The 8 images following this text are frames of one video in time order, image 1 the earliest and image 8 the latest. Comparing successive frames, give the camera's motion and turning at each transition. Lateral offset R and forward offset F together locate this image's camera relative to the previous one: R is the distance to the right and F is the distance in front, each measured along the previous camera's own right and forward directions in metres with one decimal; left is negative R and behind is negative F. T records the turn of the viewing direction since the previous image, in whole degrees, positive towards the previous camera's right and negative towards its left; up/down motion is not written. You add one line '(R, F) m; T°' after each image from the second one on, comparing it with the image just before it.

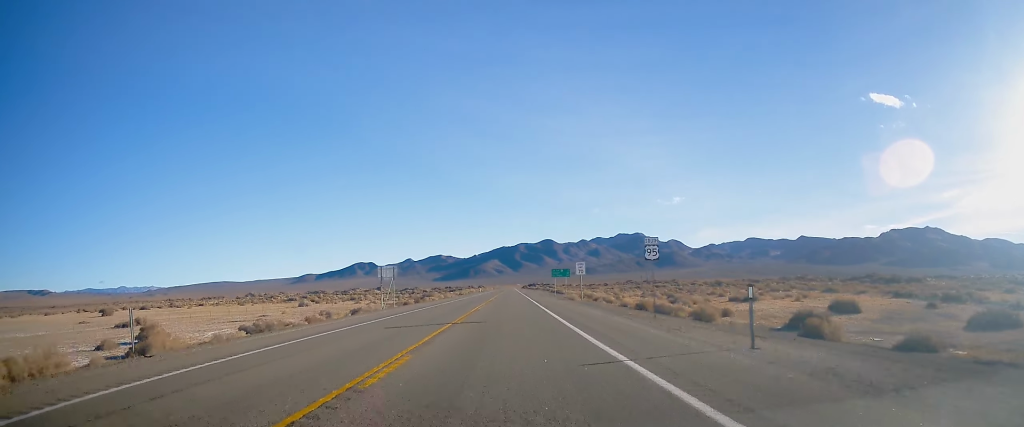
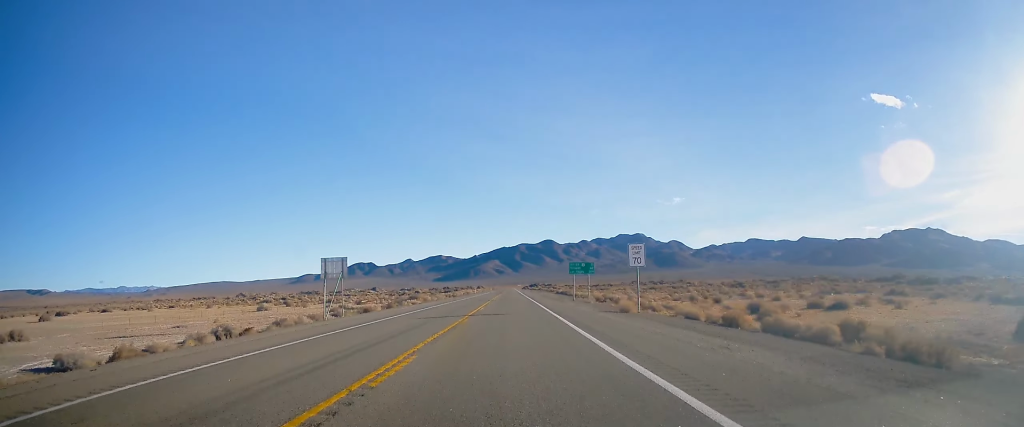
(+0.1, +24.5) m; 0°
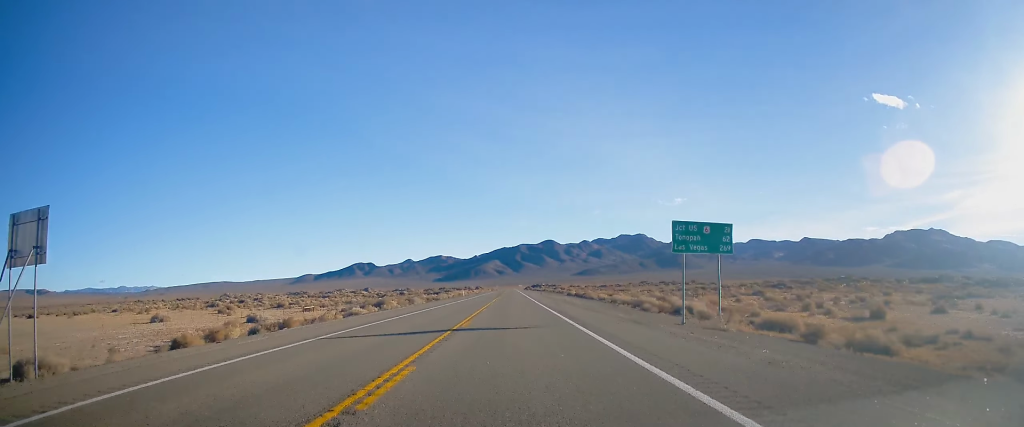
(0.0, +37.9) m; 0°
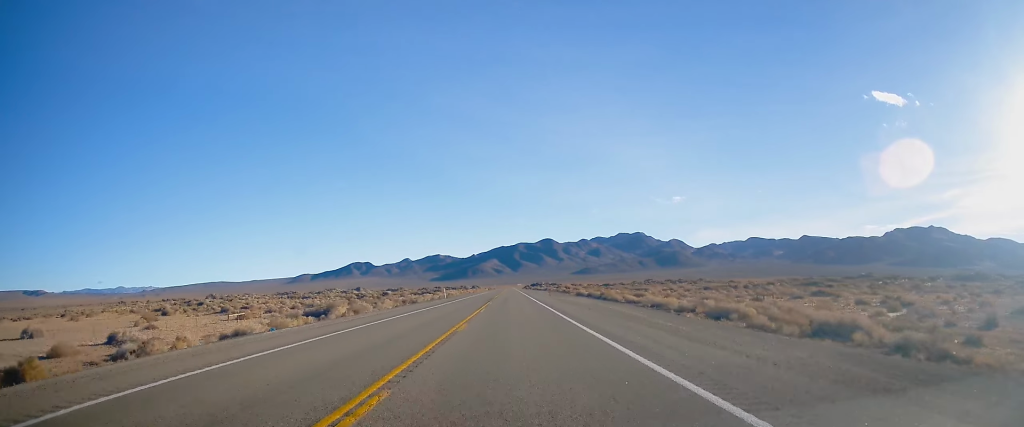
(-0.1, +26.6) m; 0°
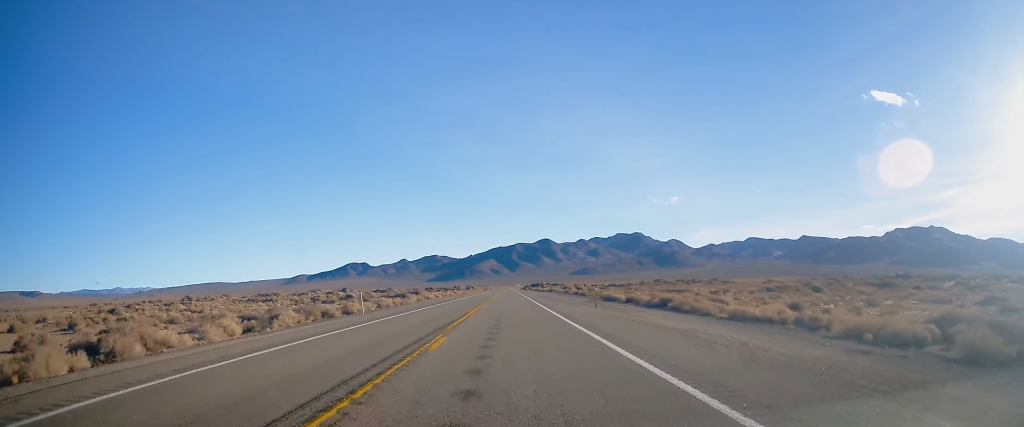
(+0.3, +41.6) m; +1°
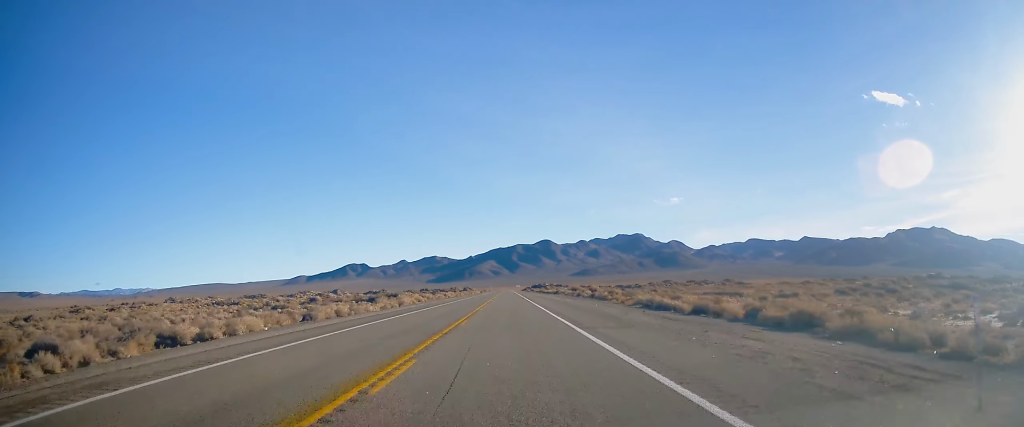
(0.0, +28.4) m; 0°
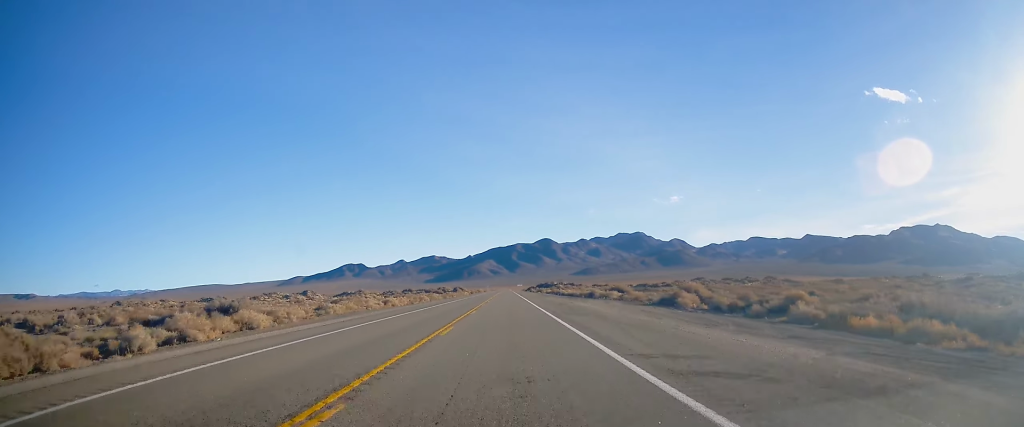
(-1.0, +76.2) m; 0°
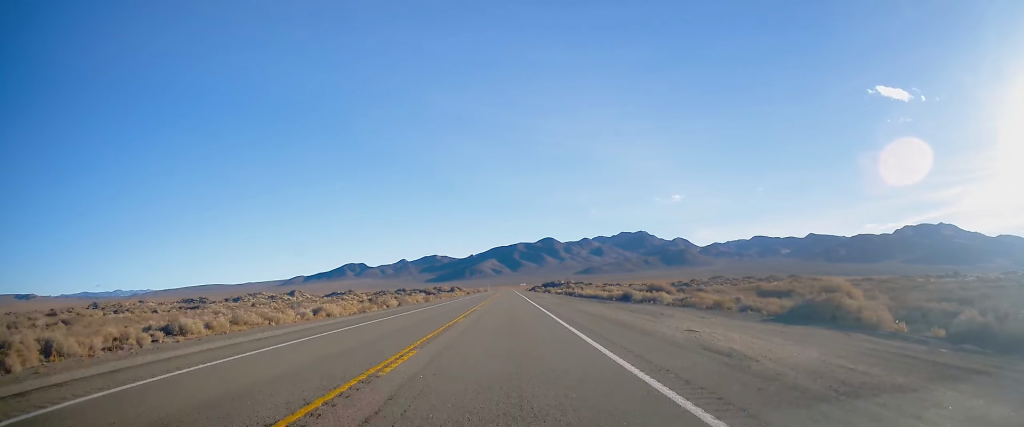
(+0.5, +31.1) m; +1°
